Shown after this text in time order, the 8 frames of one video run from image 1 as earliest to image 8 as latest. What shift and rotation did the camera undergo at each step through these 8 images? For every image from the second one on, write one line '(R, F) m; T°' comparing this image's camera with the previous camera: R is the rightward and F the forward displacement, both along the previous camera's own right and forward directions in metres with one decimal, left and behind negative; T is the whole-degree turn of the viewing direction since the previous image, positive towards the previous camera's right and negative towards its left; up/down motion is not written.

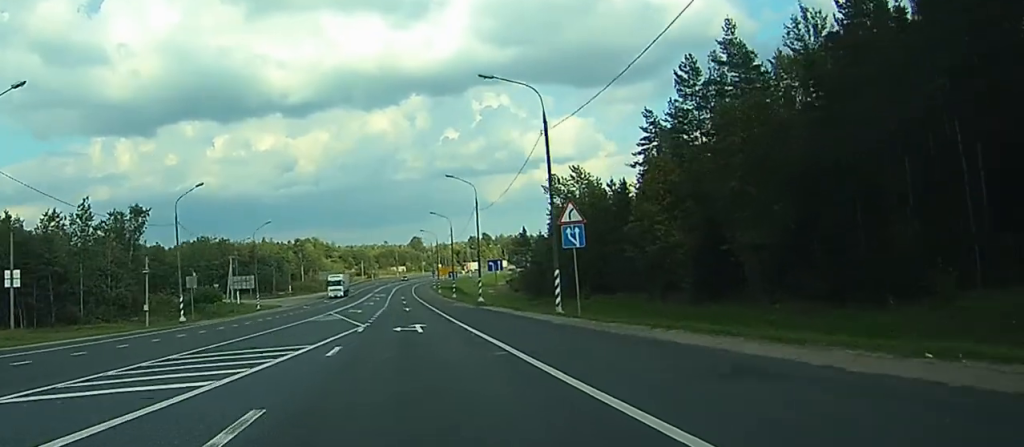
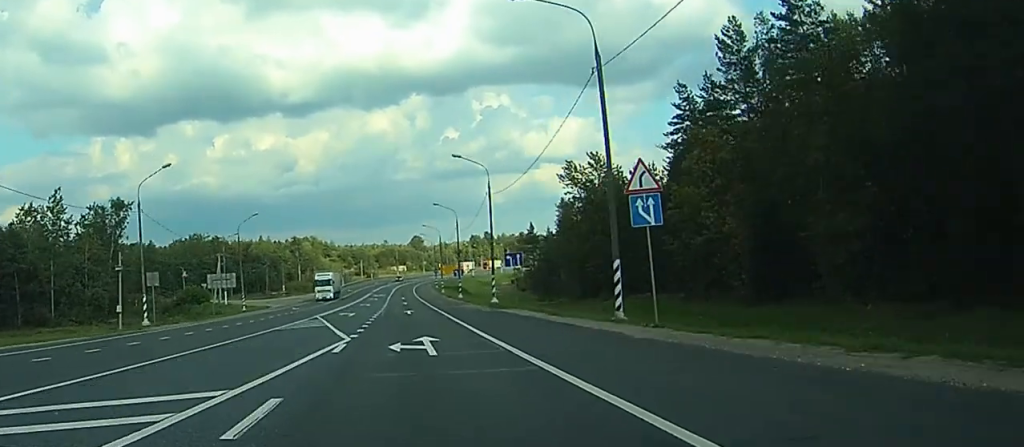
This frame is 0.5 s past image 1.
(0.0, +11.0) m; 0°
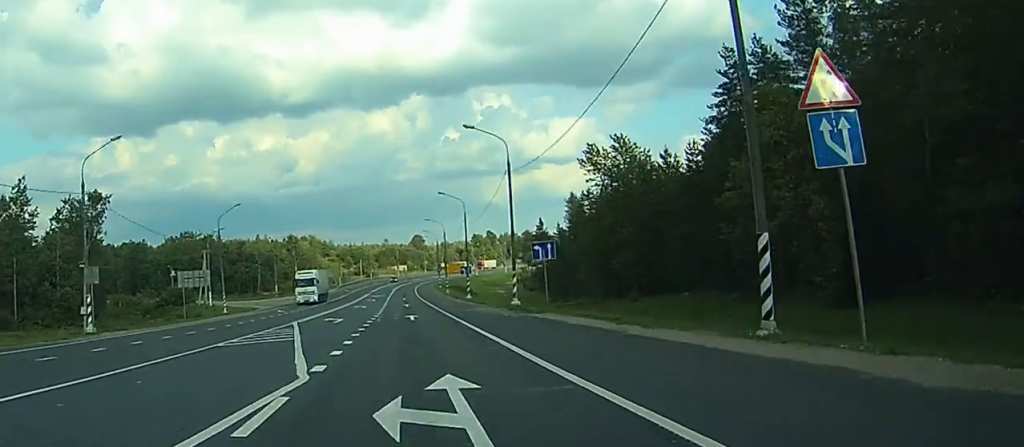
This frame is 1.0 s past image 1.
(0.0, +11.9) m; 0°
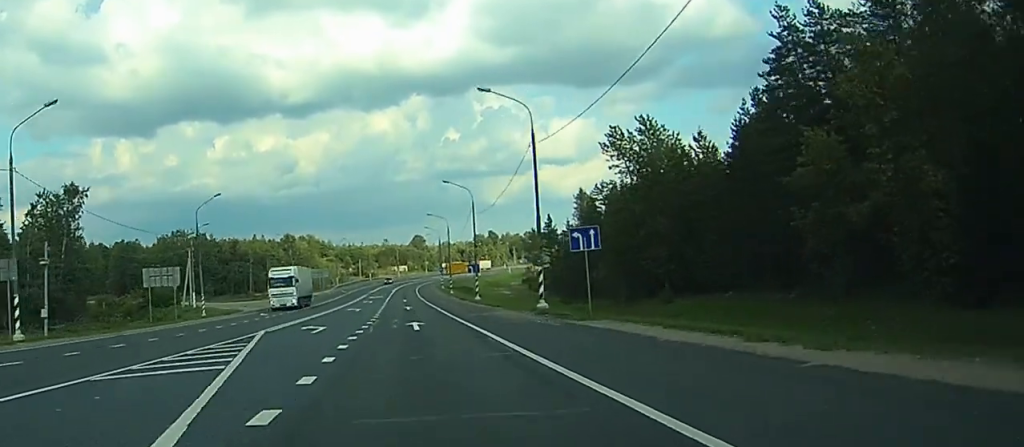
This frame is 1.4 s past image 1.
(0.0, +10.3) m; 0°
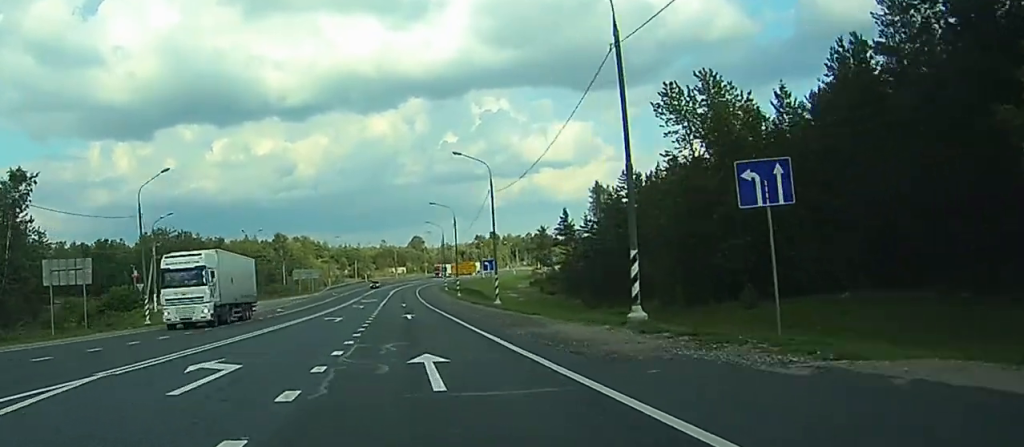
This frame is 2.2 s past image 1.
(-0.1, +18.3) m; 0°
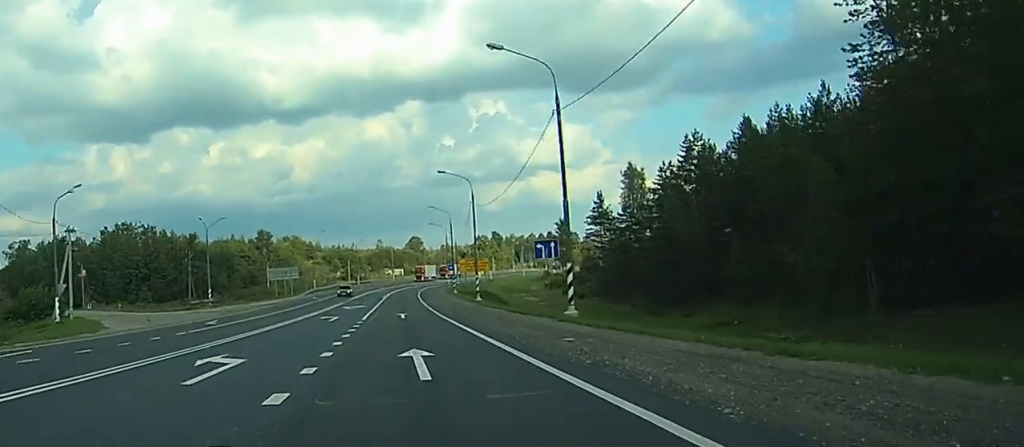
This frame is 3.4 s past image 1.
(-0.1, +28.6) m; 0°
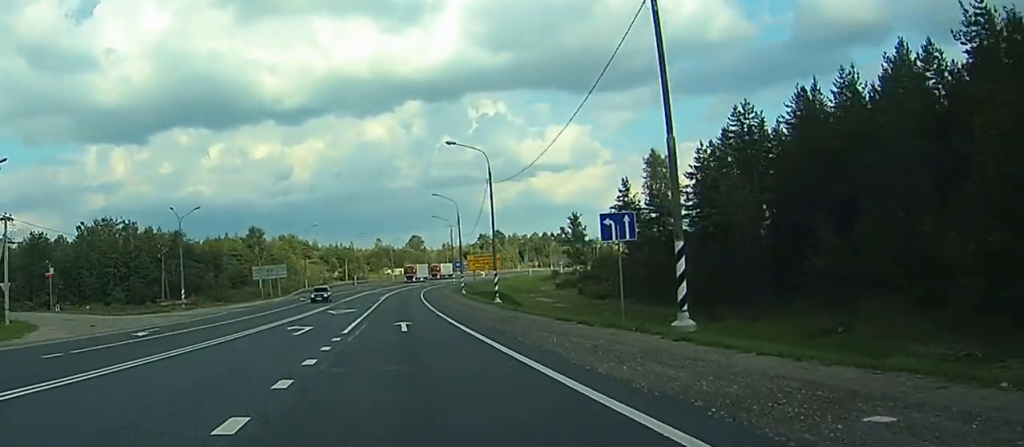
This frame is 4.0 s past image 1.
(0.0, +14.2) m; 0°
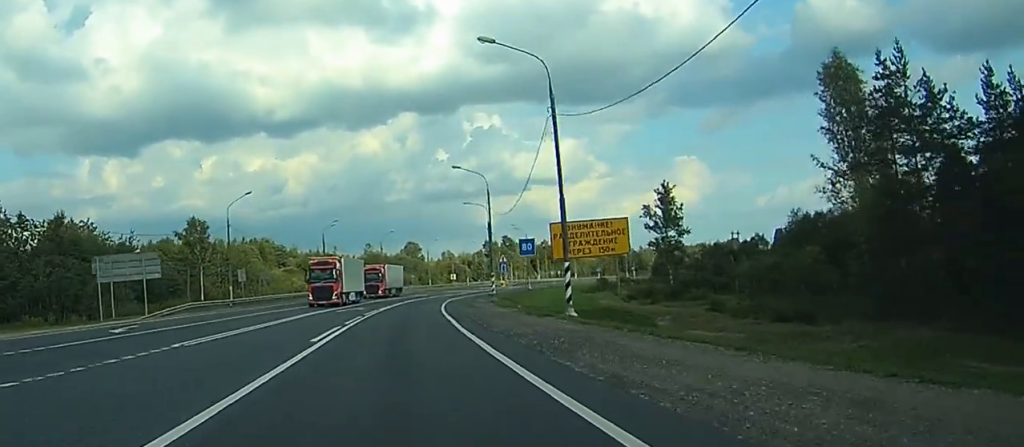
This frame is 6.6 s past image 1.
(+0.5, +60.9) m; +1°
